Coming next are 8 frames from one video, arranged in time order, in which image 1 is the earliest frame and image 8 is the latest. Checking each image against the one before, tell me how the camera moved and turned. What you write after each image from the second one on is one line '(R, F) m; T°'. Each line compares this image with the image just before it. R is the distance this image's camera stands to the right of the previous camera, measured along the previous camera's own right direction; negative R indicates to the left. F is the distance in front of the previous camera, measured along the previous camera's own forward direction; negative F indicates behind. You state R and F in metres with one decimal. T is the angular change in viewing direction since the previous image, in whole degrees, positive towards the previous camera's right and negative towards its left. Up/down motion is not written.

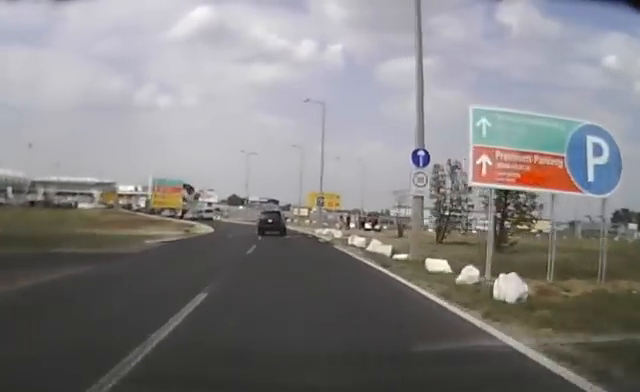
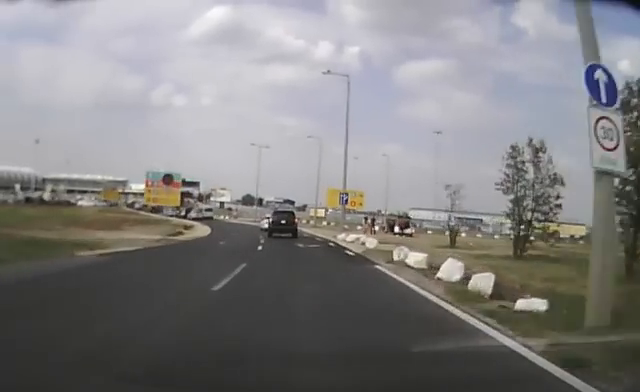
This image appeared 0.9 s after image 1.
(-0.1, +9.4) m; -1°
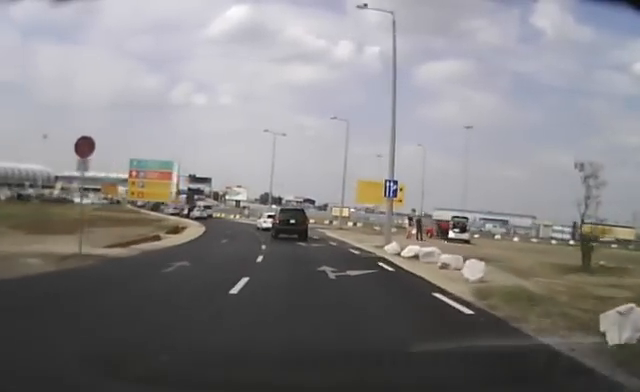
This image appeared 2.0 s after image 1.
(-0.2, +12.0) m; -2°
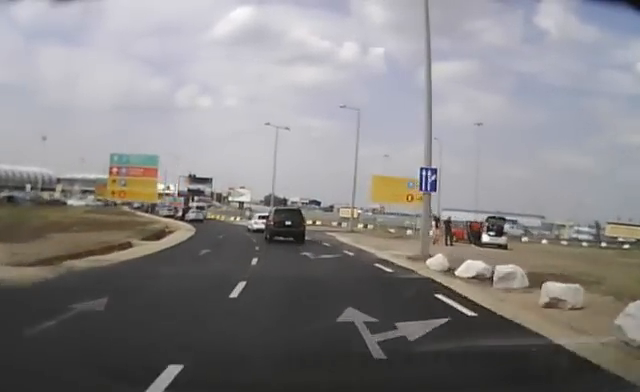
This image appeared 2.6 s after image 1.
(-0.1, +6.2) m; -1°
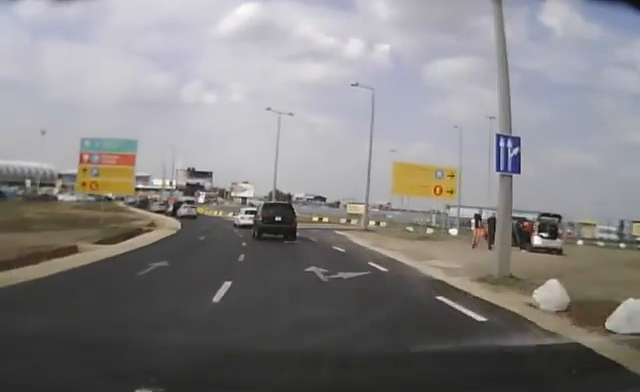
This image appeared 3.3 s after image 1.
(0.0, +6.6) m; -2°
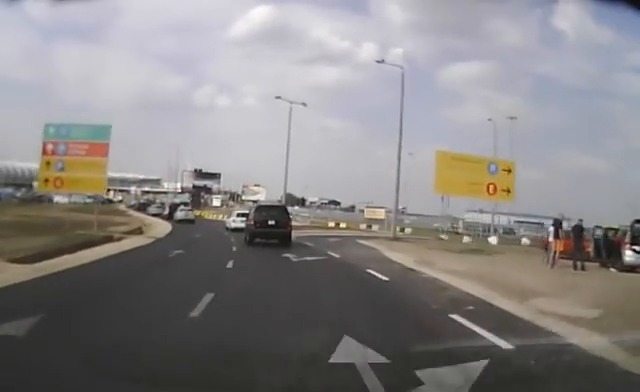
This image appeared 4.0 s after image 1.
(-0.1, +7.2) m; -2°
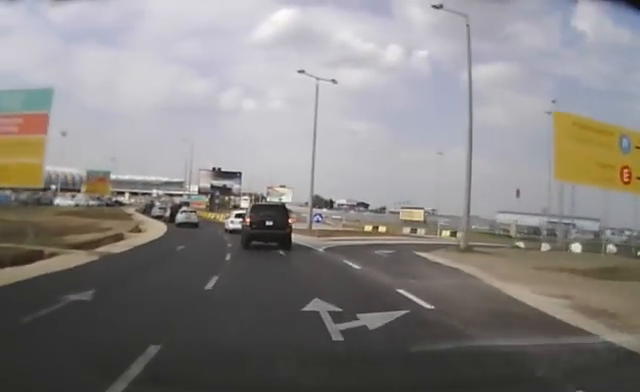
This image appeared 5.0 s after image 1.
(-0.3, +9.6) m; -2°
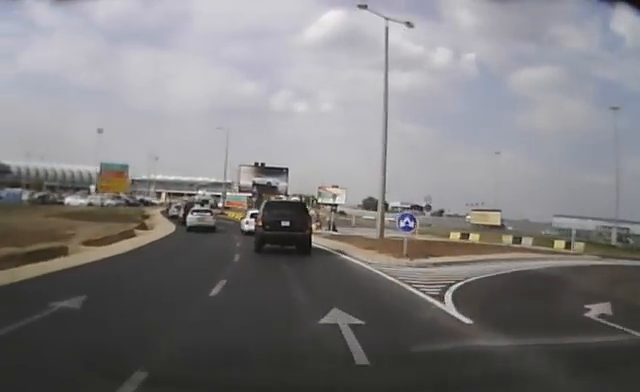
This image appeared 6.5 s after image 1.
(0.0, +13.8) m; -3°
